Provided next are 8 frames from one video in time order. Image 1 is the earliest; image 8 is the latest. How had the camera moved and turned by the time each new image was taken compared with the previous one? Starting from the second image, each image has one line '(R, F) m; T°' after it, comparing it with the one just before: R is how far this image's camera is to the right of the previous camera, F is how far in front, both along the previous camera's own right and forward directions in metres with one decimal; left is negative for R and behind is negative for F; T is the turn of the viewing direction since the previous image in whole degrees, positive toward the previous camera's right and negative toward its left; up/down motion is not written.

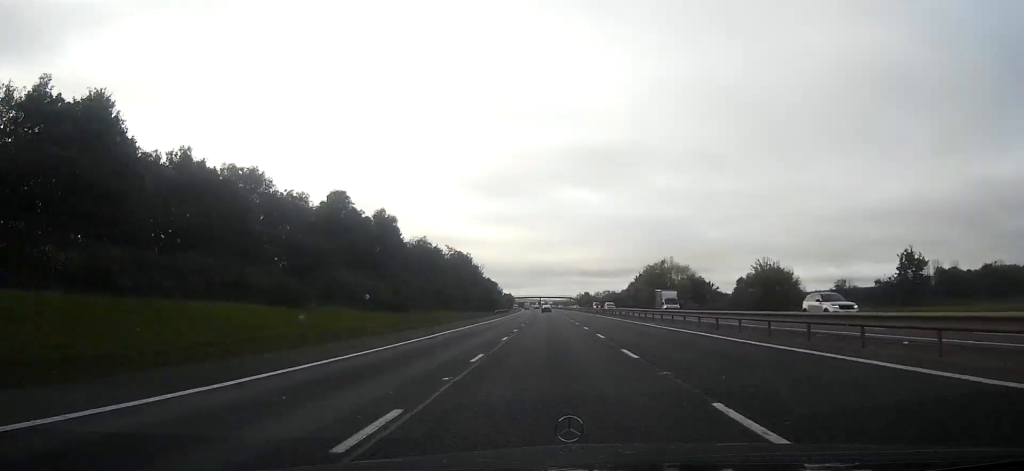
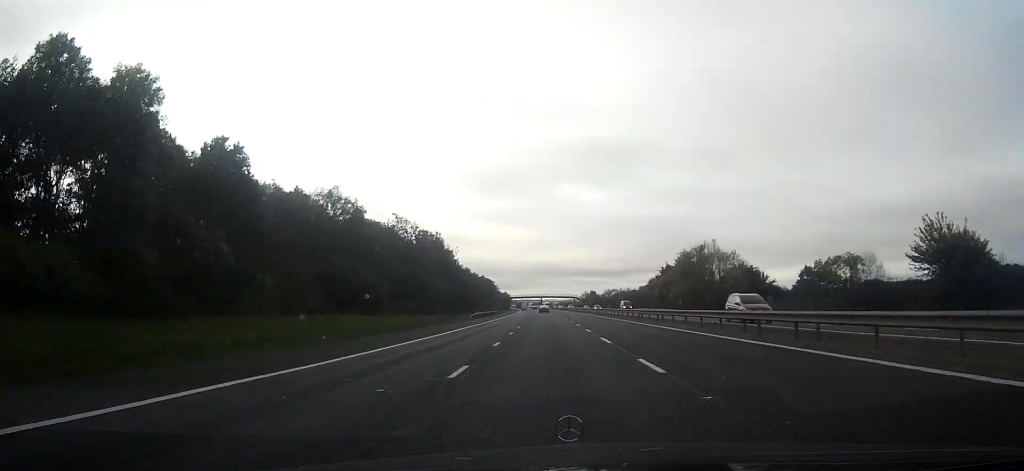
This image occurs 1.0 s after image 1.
(-0.2, +39.3) m; 0°
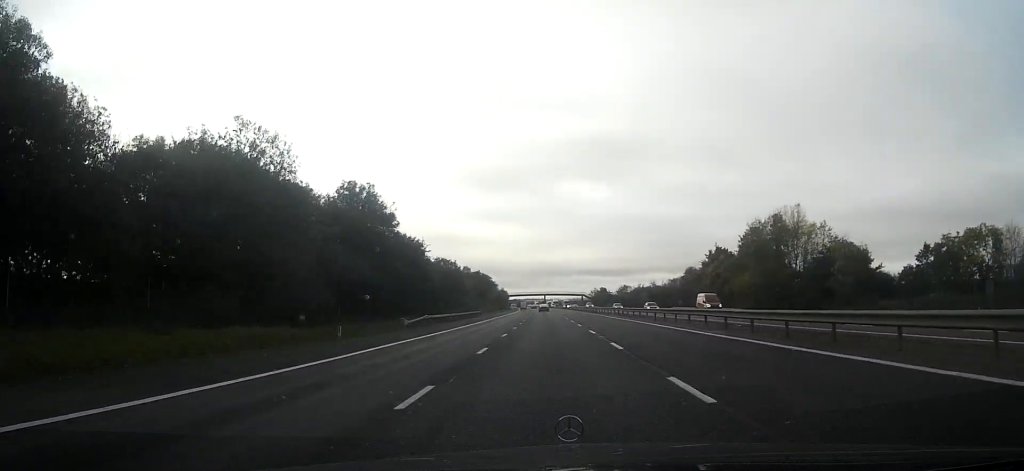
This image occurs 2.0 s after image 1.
(-0.1, +39.6) m; -1°
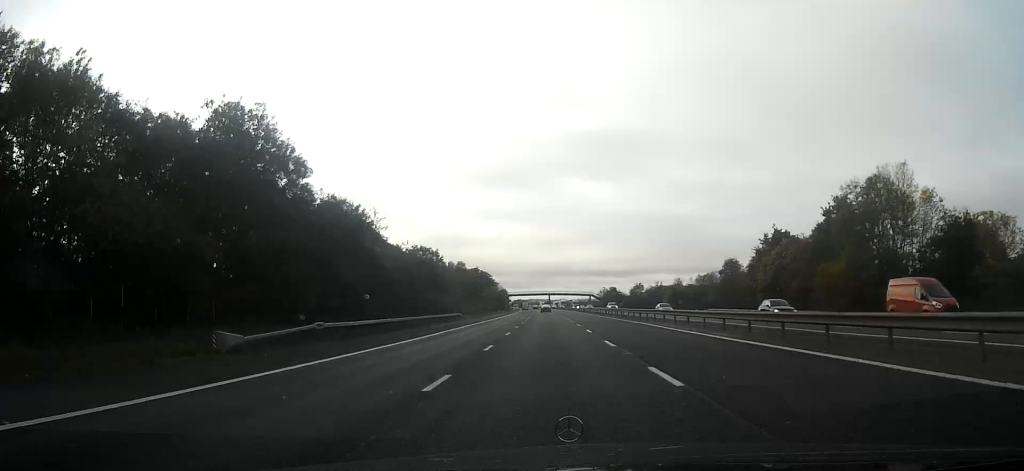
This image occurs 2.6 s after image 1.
(-0.1, +25.2) m; 0°
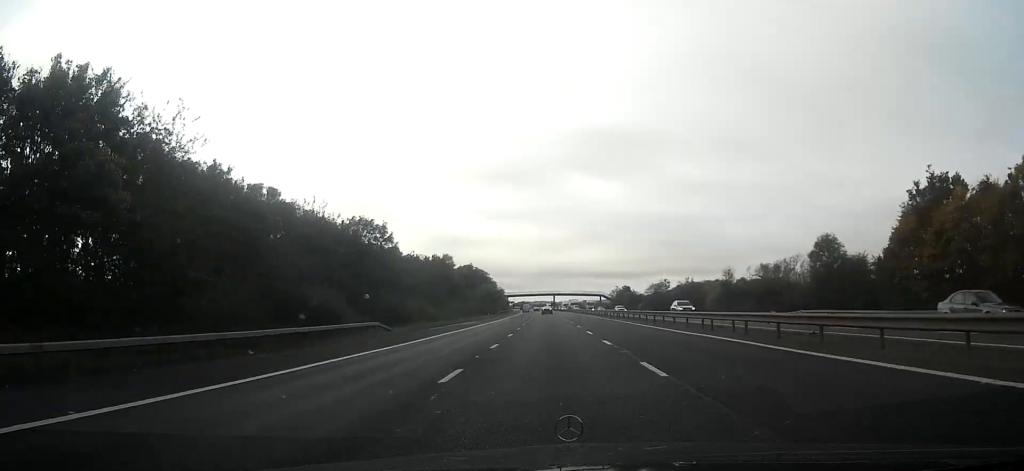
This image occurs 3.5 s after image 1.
(-0.2, +34.8) m; 0°
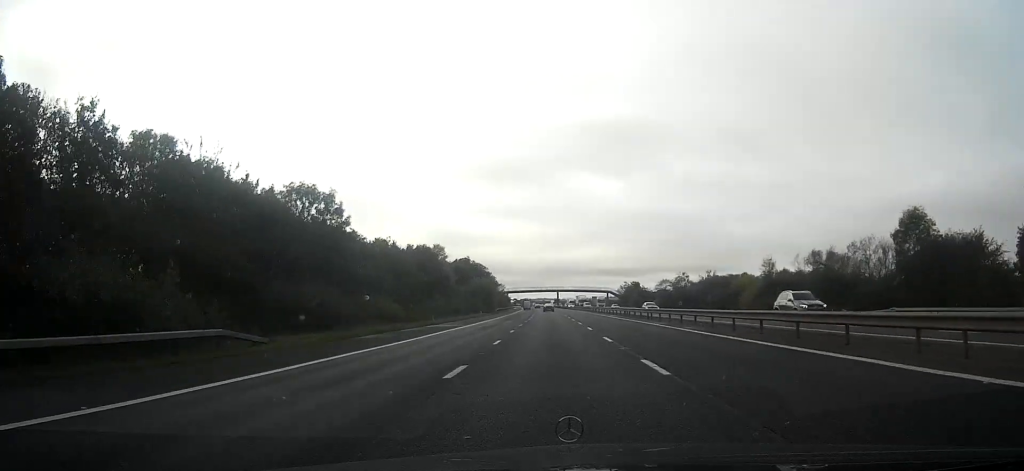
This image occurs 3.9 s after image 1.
(0.0, +17.4) m; 0°
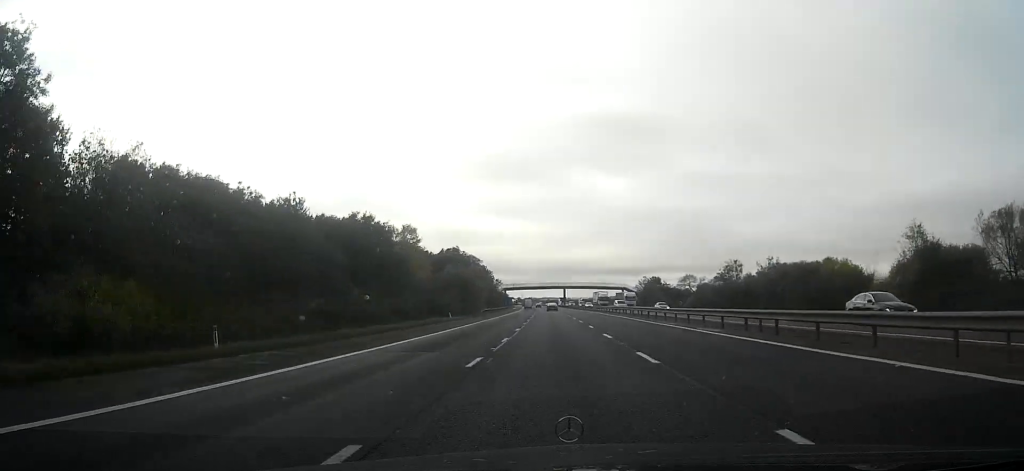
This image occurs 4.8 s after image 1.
(-0.1, +34.8) m; 0°
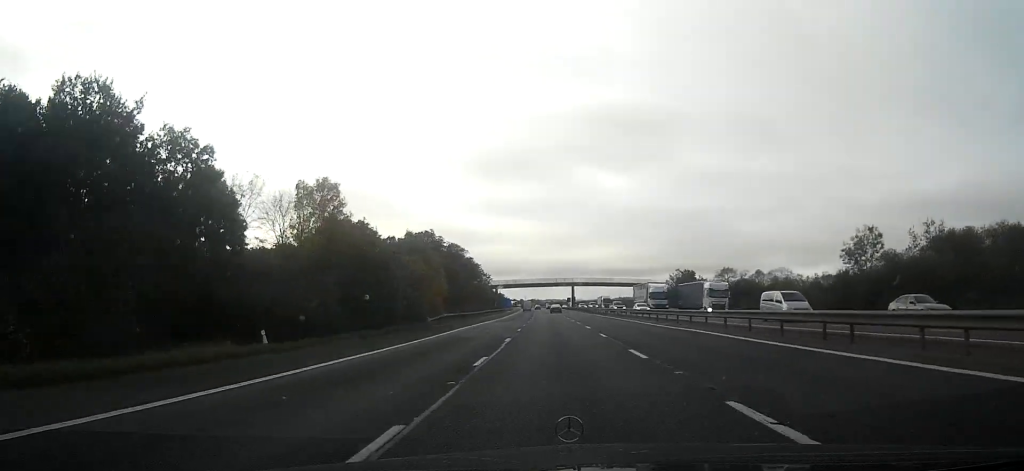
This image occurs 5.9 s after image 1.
(-0.3, +43.8) m; 0°
